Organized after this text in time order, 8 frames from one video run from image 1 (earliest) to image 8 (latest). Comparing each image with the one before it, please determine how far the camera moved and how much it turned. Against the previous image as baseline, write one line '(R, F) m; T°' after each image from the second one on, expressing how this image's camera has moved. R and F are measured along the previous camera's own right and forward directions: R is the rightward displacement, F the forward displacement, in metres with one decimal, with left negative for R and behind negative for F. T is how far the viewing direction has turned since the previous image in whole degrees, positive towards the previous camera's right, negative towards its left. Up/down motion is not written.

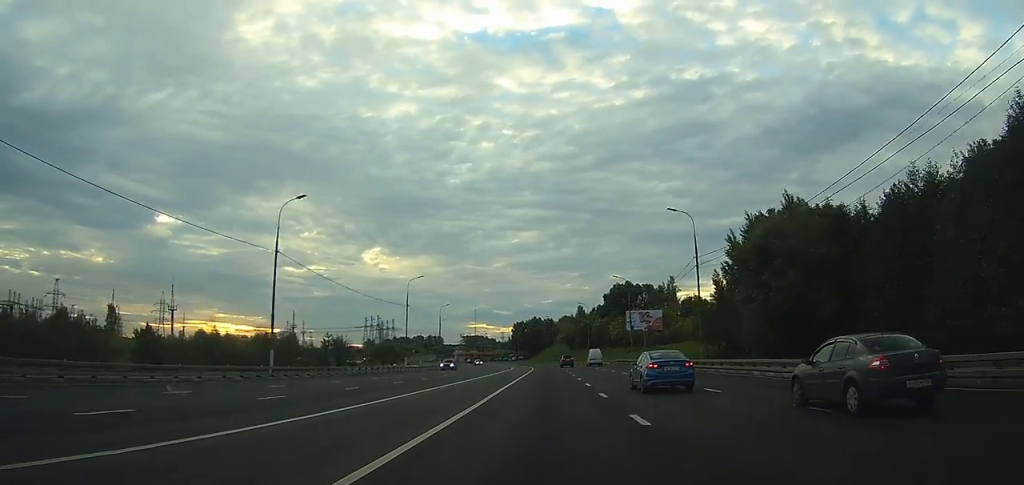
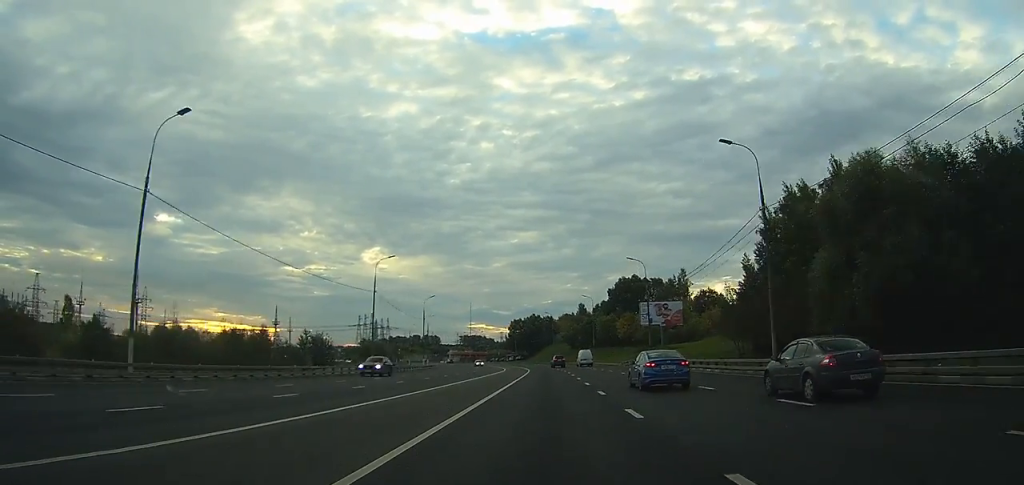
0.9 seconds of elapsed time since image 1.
(+0.1, +15.0) m; 0°
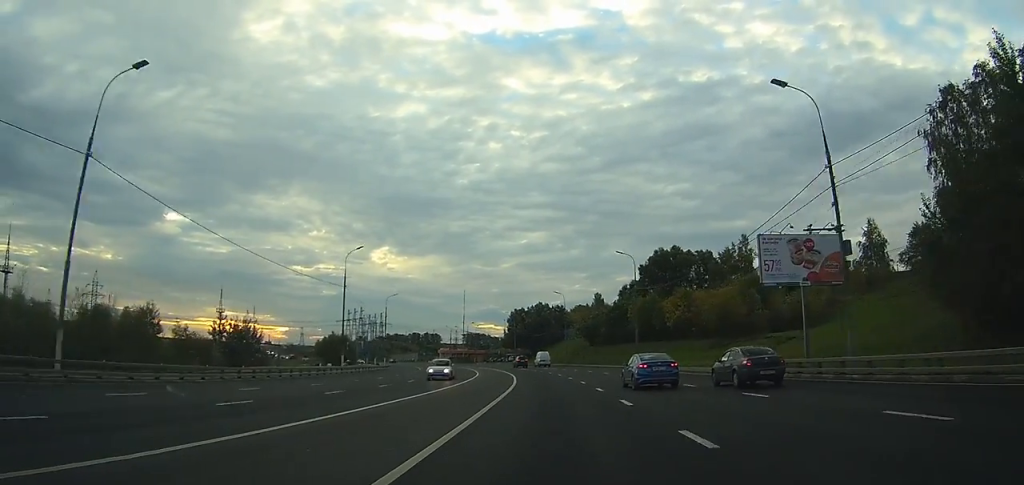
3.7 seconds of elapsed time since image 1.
(-0.5, +42.5) m; -2°
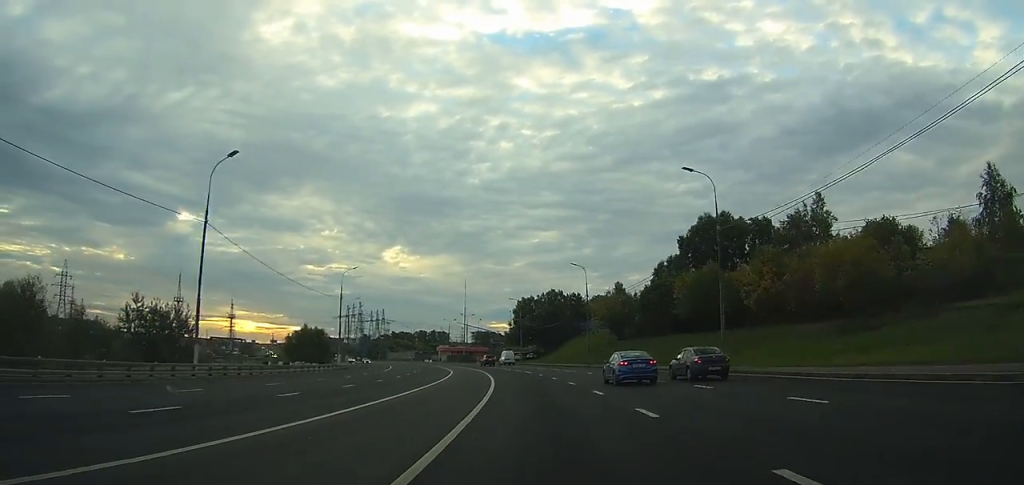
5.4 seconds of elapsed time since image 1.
(-0.2, +26.8) m; -2°
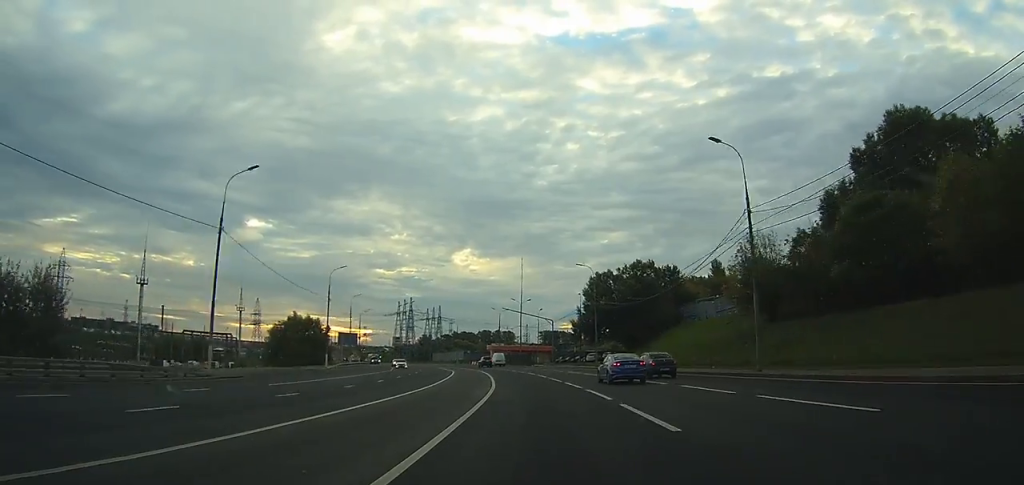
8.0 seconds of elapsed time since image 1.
(-1.7, +42.8) m; -6°
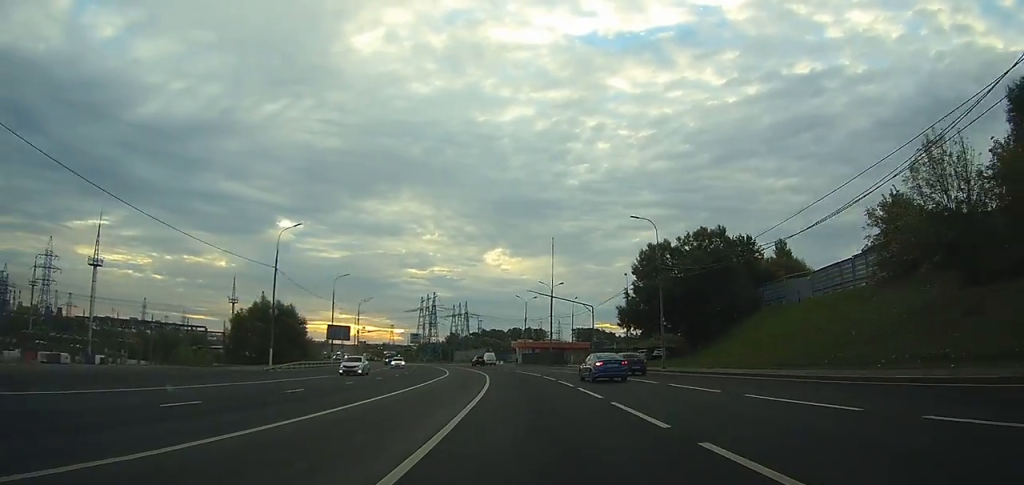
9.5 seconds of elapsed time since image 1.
(-0.6, +23.7) m; -4°
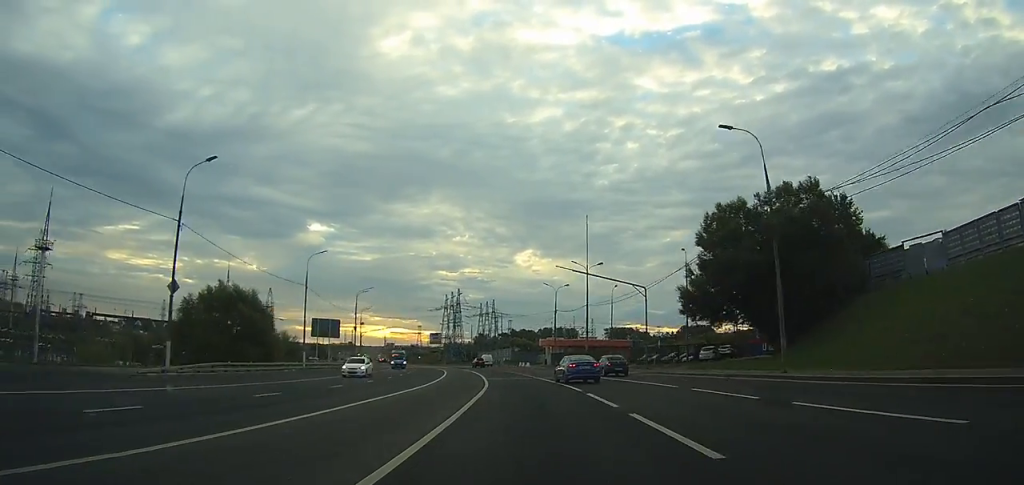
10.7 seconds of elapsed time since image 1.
(-0.7, +18.7) m; -3°
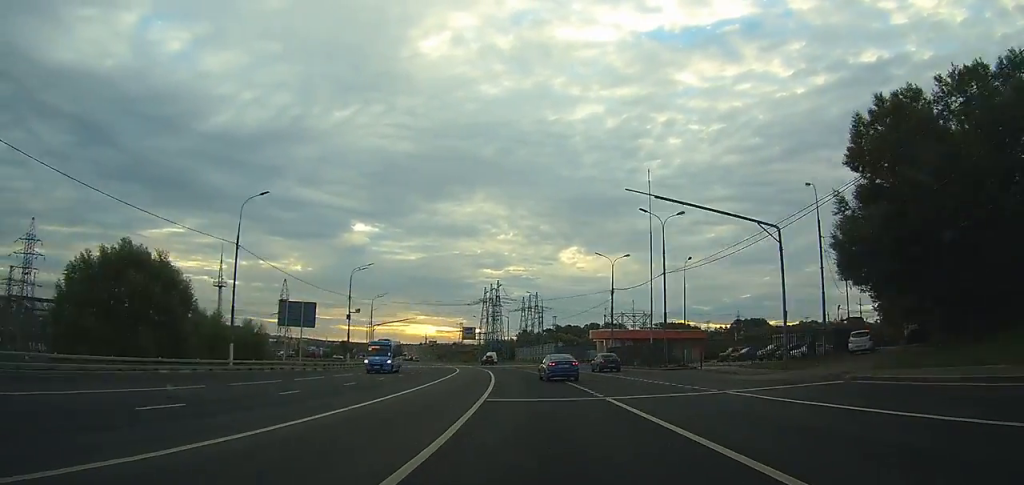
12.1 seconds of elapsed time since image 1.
(-0.8, +22.1) m; -4°
